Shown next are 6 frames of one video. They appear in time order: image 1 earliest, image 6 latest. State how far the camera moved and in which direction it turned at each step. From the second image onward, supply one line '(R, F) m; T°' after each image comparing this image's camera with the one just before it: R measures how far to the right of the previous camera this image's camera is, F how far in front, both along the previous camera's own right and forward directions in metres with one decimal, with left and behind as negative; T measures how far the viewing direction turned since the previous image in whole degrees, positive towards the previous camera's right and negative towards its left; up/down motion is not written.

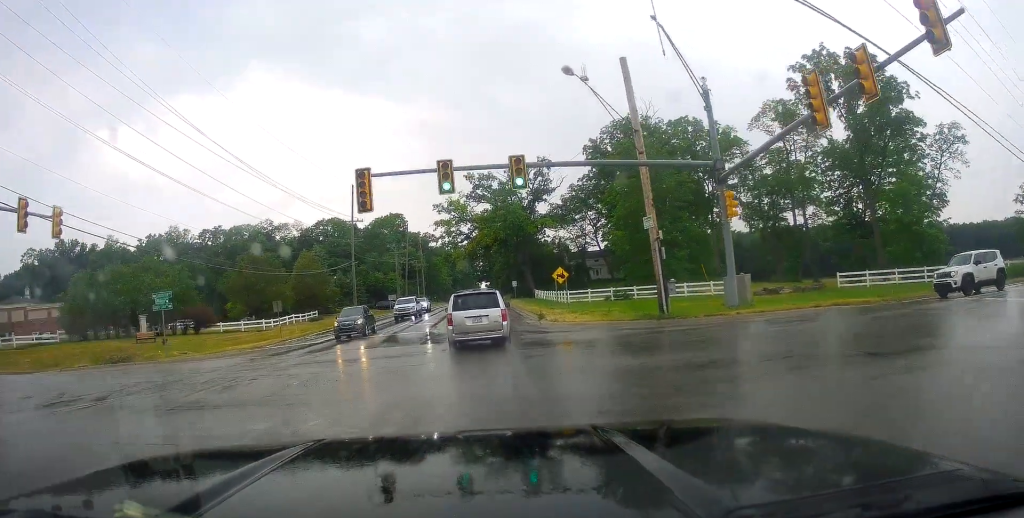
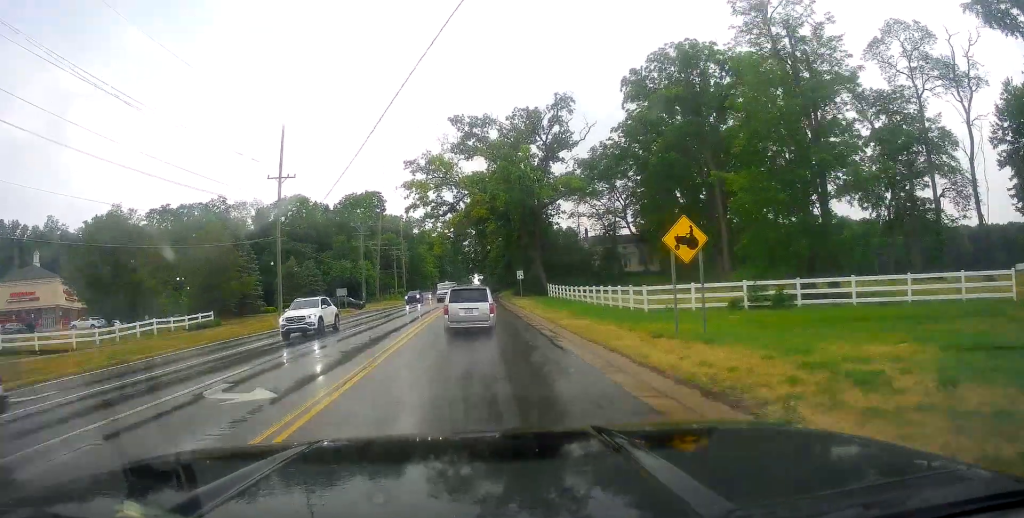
(+0.8, +28.0) m; +1°
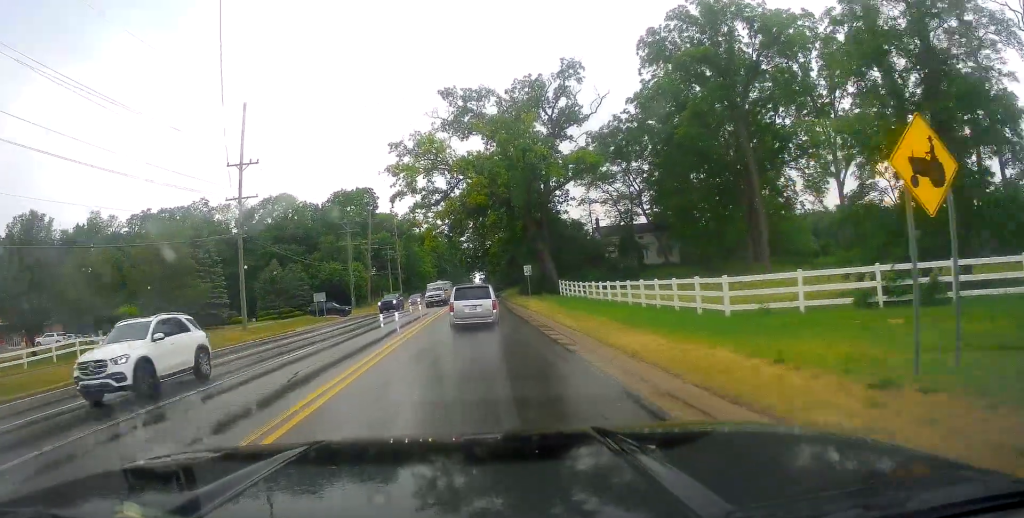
(-0.3, +9.1) m; 0°
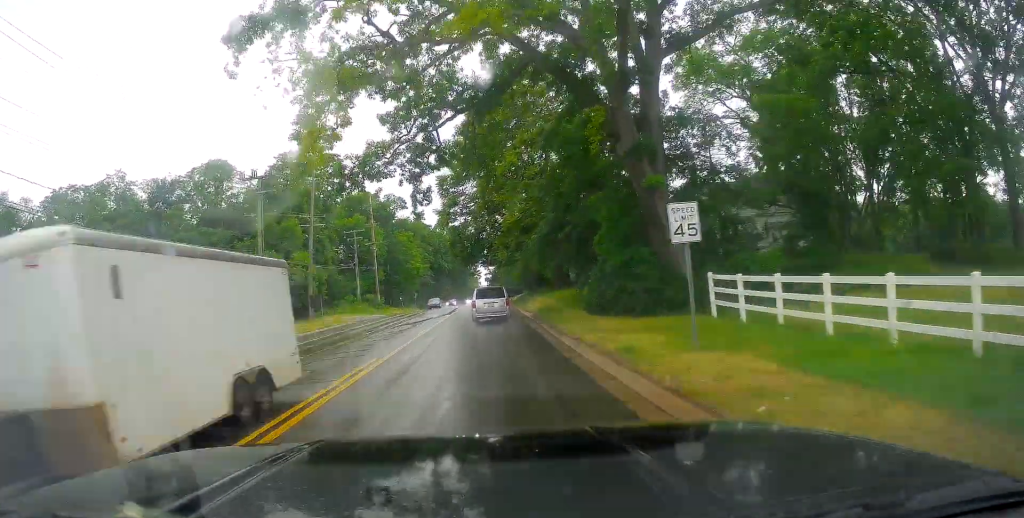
(+1.1, +36.0) m; +2°
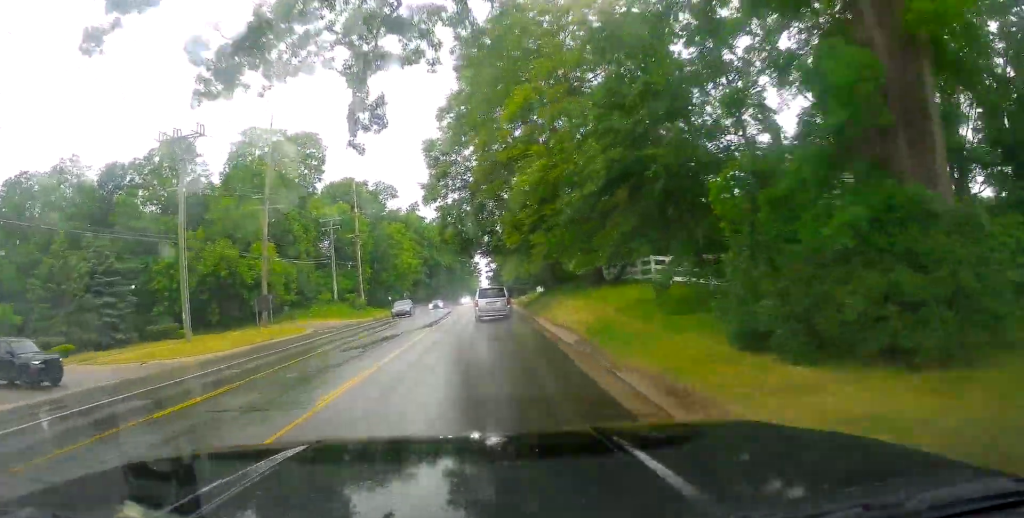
(-0.1, +13.9) m; -1°
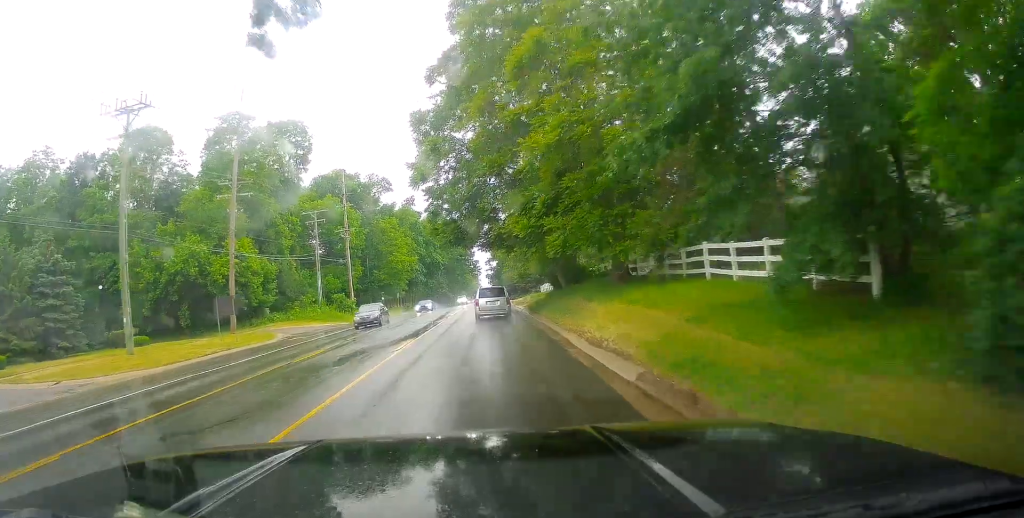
(-0.2, +6.8) m; 0°
